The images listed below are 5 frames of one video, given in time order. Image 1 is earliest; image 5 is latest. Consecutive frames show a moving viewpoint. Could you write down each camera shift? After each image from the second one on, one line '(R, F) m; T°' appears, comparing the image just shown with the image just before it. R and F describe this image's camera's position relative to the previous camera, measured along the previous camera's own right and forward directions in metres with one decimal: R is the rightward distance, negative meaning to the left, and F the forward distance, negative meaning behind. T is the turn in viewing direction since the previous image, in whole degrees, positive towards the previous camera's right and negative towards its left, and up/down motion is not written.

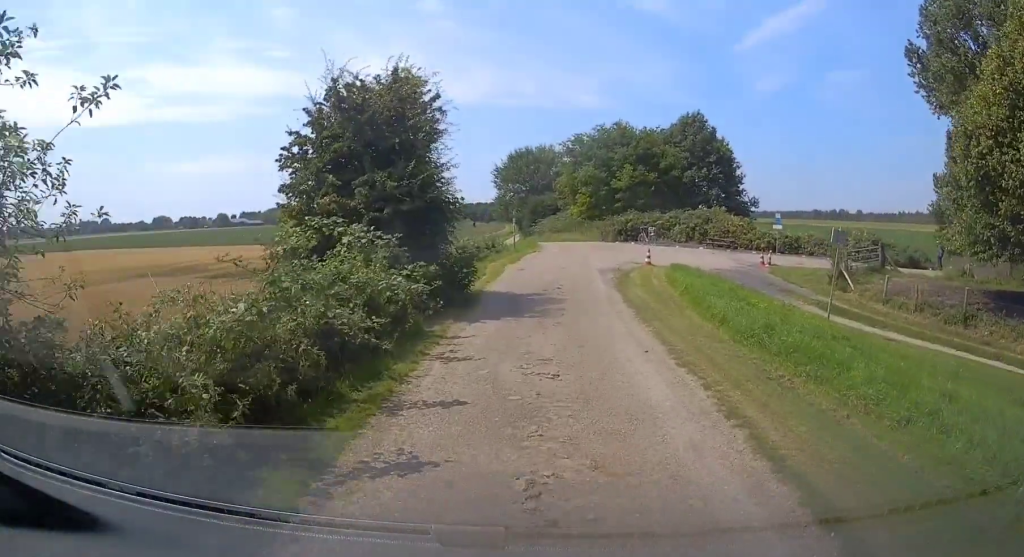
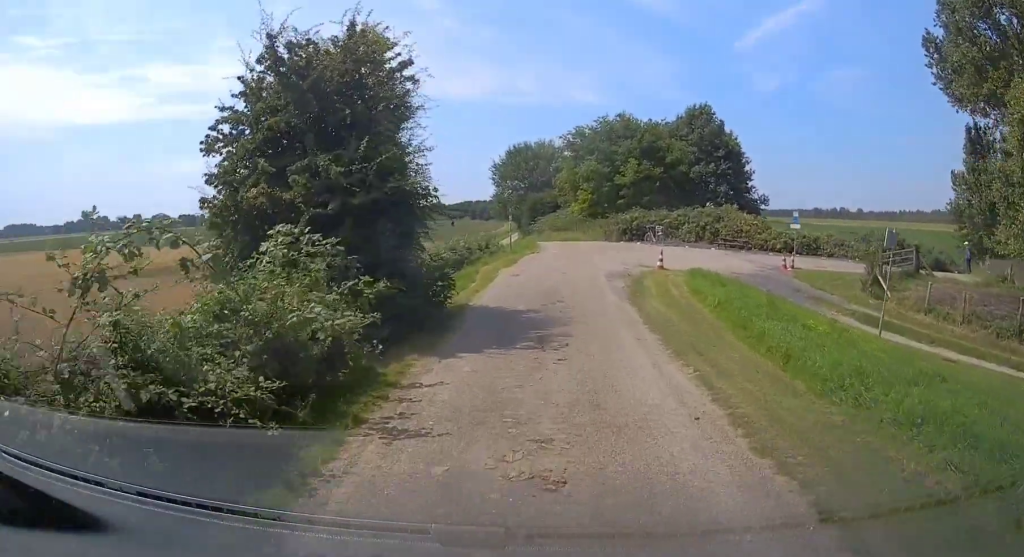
(0.0, +3.2) m; 0°
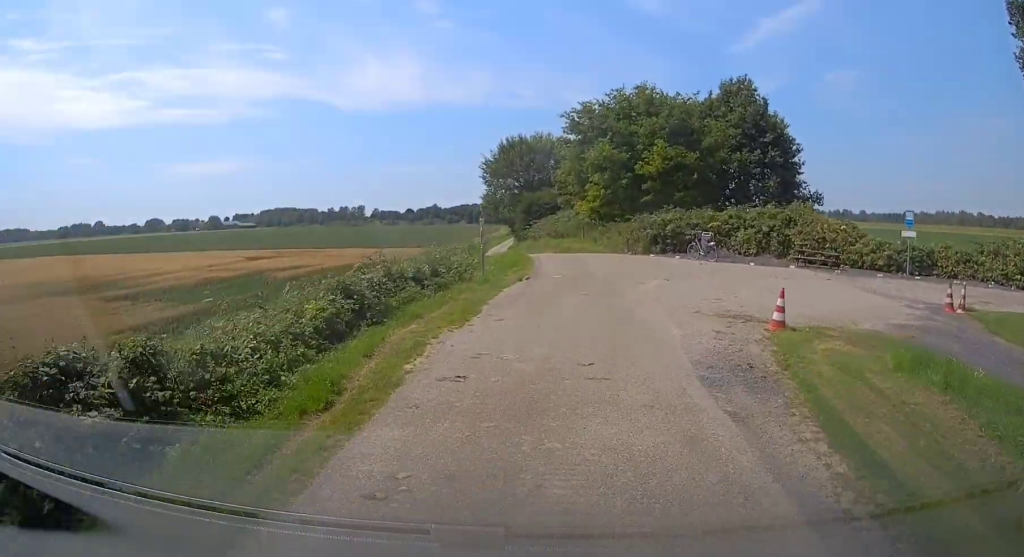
(-0.3, +13.3) m; +3°
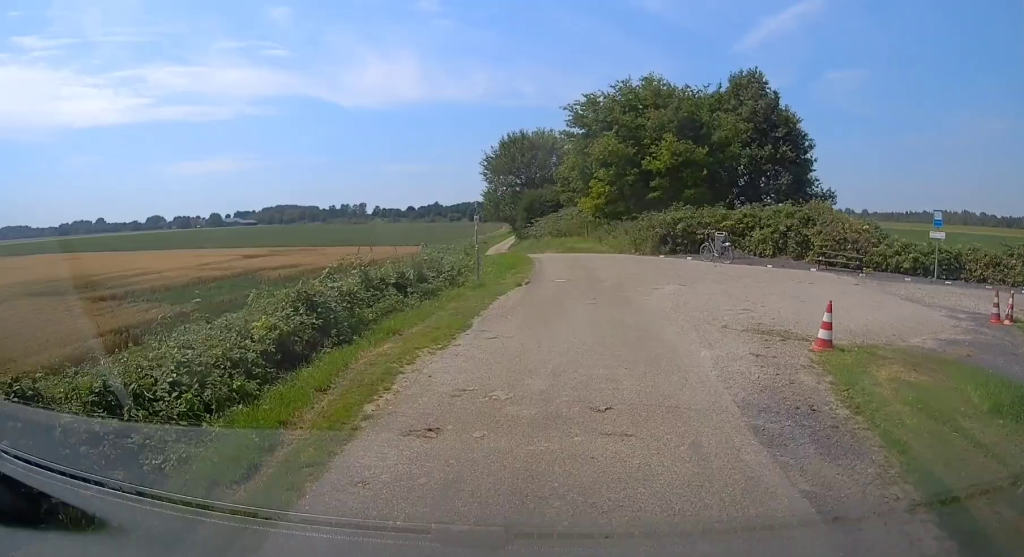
(0.0, +2.0) m; 0°
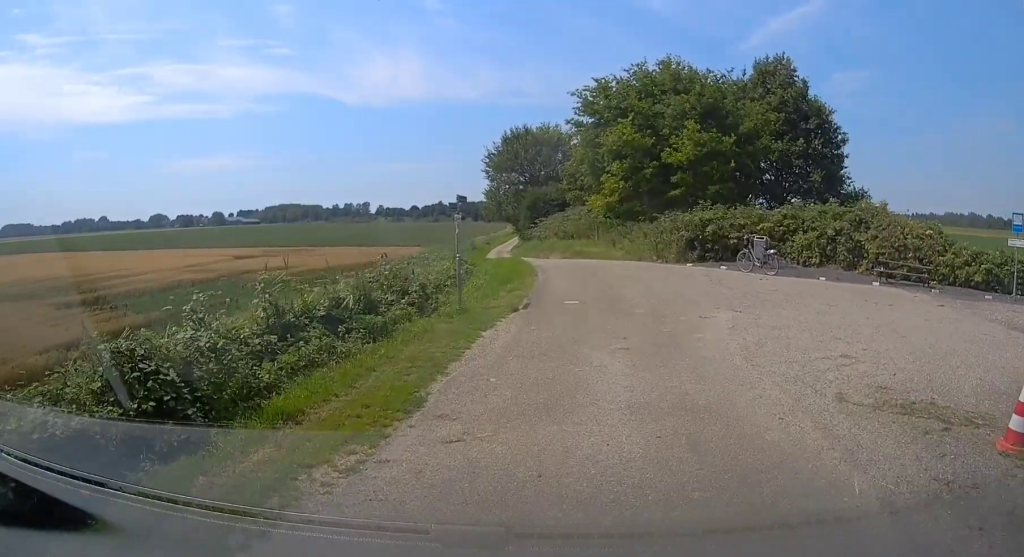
(-0.2, +4.5) m; -3°
